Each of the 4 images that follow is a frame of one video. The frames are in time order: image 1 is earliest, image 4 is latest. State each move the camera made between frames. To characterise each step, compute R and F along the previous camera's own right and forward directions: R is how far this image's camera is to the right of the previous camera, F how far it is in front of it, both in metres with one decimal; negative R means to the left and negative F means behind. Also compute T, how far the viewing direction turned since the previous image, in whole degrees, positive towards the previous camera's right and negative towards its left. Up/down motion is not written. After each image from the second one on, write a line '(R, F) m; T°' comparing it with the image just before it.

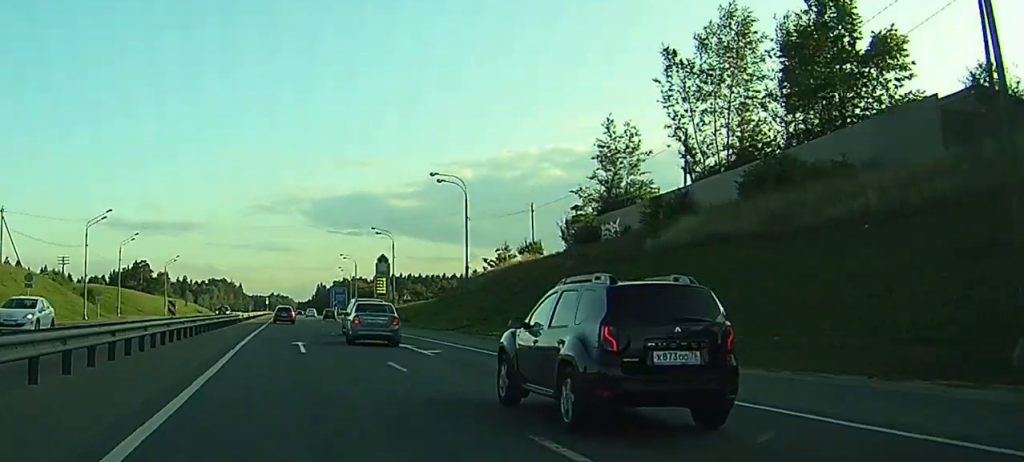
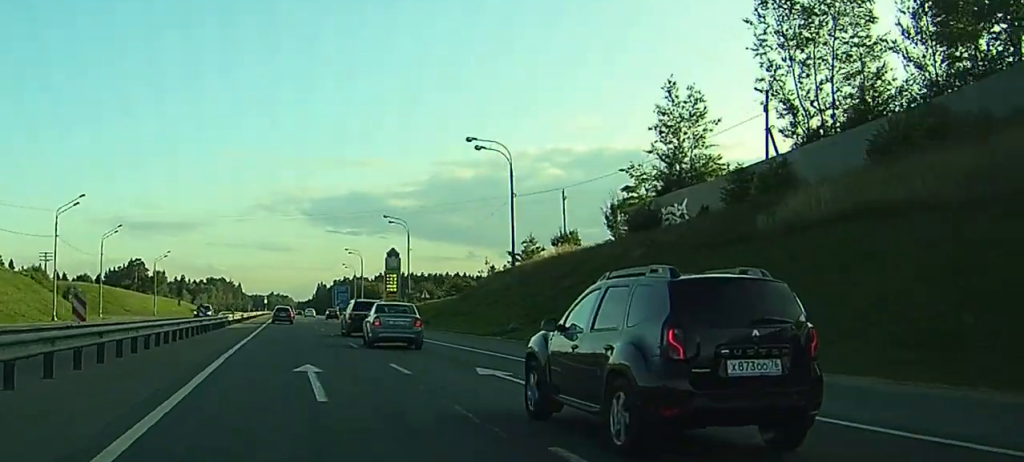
(+0.1, +12.3) m; +1°
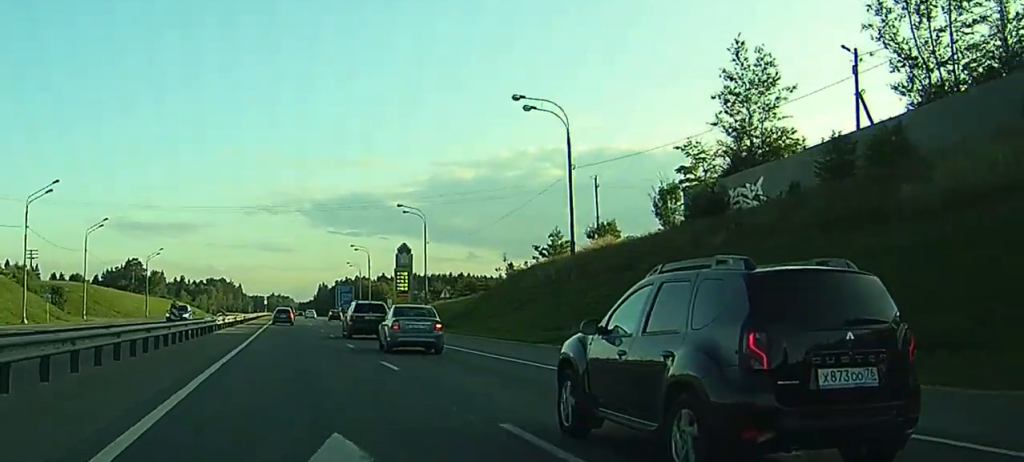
(0.0, +9.7) m; 0°
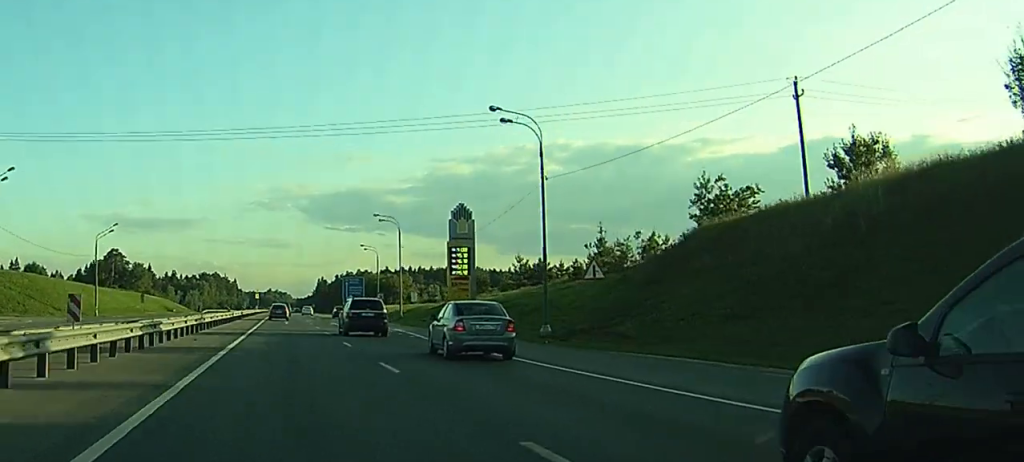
(+0.4, +35.4) m; +1°
